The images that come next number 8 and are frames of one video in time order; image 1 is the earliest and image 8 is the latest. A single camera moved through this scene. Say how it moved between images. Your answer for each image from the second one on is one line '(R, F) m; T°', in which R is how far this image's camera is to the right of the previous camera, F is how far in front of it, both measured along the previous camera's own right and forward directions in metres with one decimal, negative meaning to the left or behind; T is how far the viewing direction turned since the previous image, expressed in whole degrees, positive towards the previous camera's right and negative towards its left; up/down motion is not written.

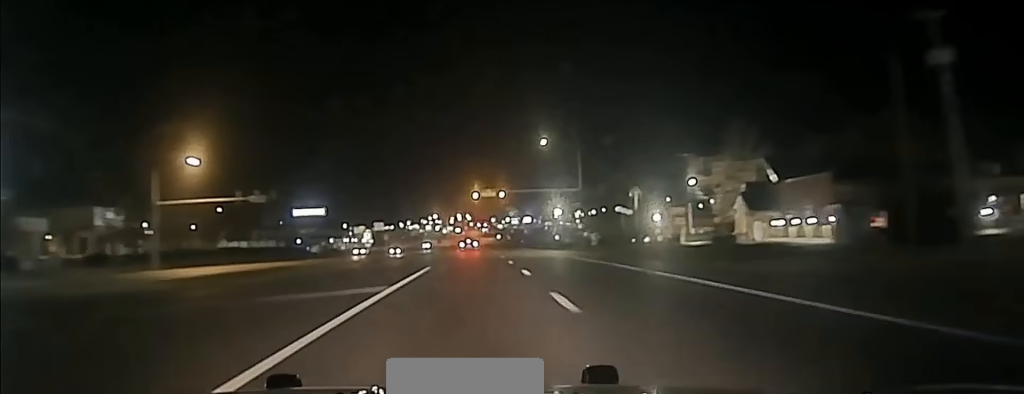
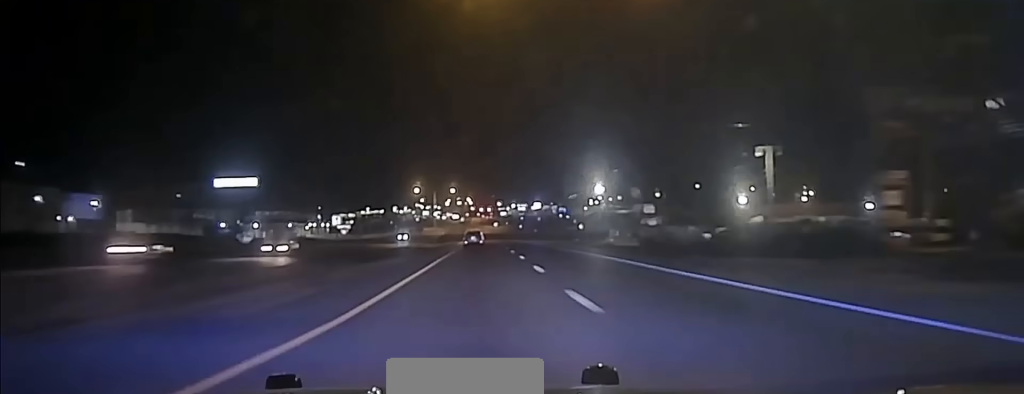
(-0.5, +74.4) m; 0°
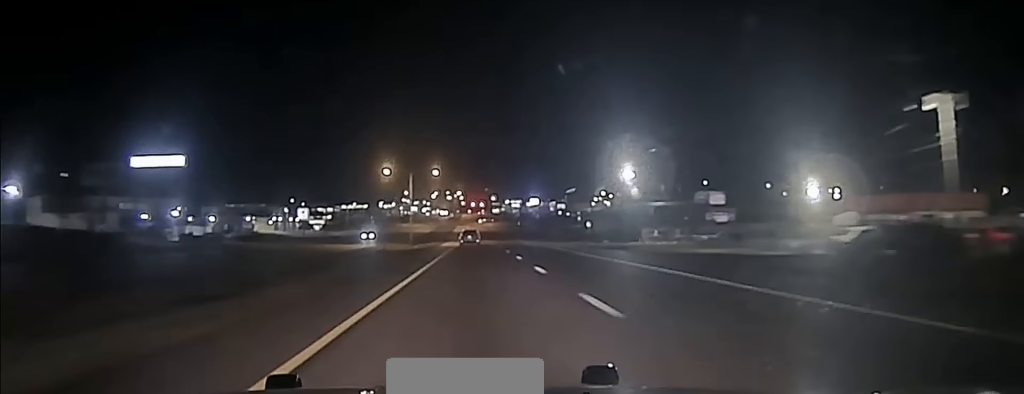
(+0.4, +39.3) m; 0°
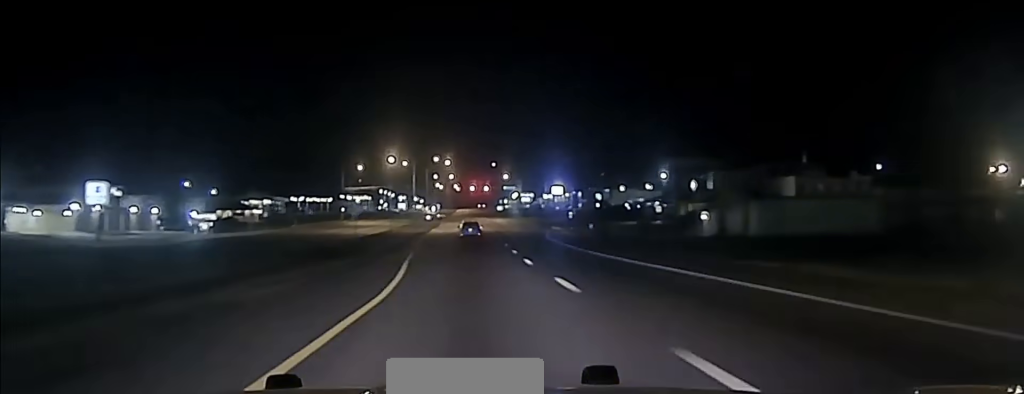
(+0.3, +115.9) m; 0°
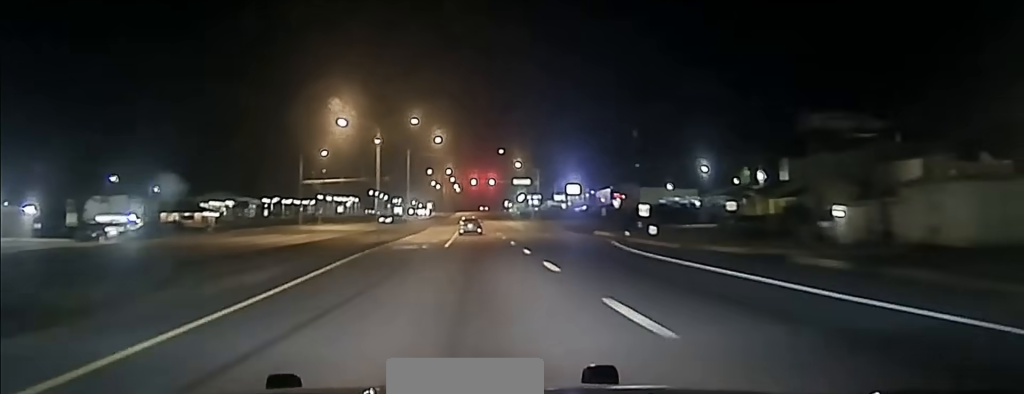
(0.0, +43.9) m; 0°
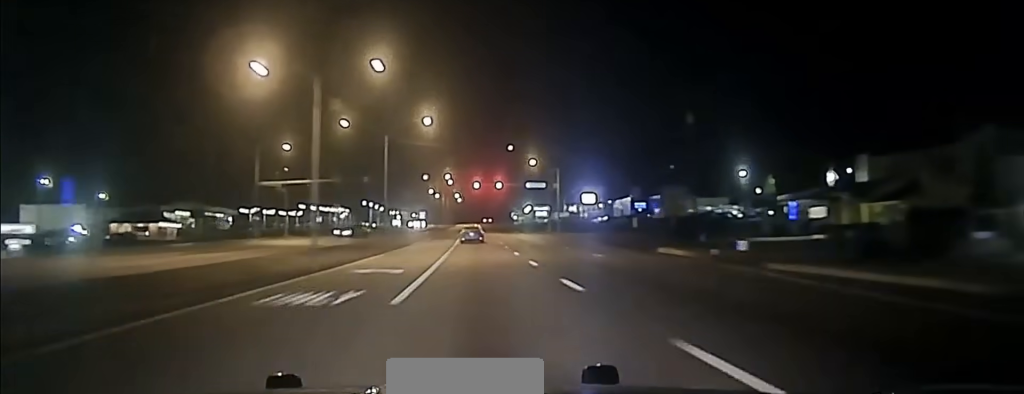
(-0.2, +25.6) m; 0°
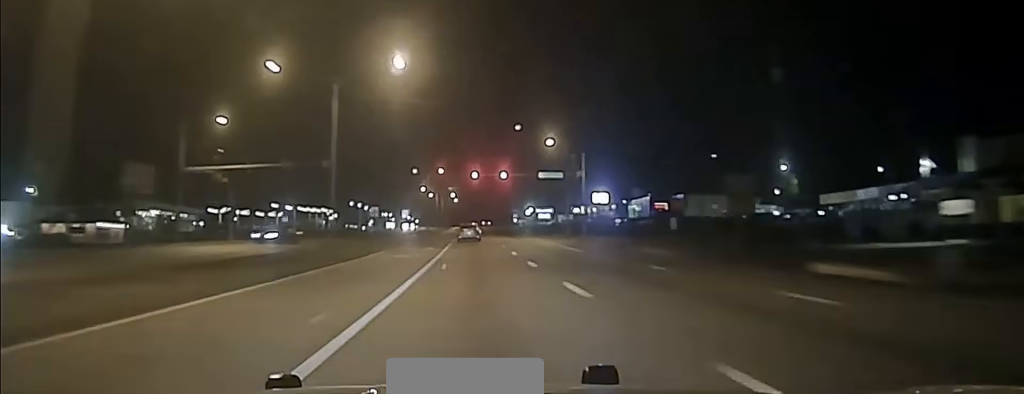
(-0.1, +26.5) m; 0°
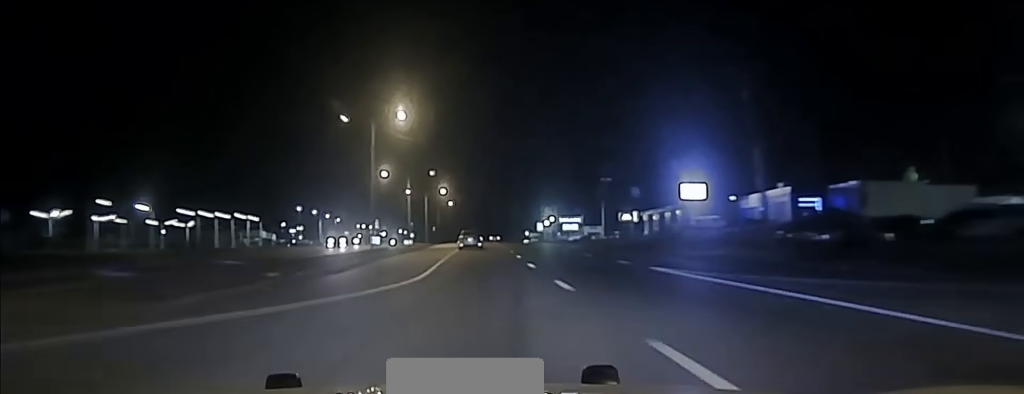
(+0.6, +88.2) m; 0°
